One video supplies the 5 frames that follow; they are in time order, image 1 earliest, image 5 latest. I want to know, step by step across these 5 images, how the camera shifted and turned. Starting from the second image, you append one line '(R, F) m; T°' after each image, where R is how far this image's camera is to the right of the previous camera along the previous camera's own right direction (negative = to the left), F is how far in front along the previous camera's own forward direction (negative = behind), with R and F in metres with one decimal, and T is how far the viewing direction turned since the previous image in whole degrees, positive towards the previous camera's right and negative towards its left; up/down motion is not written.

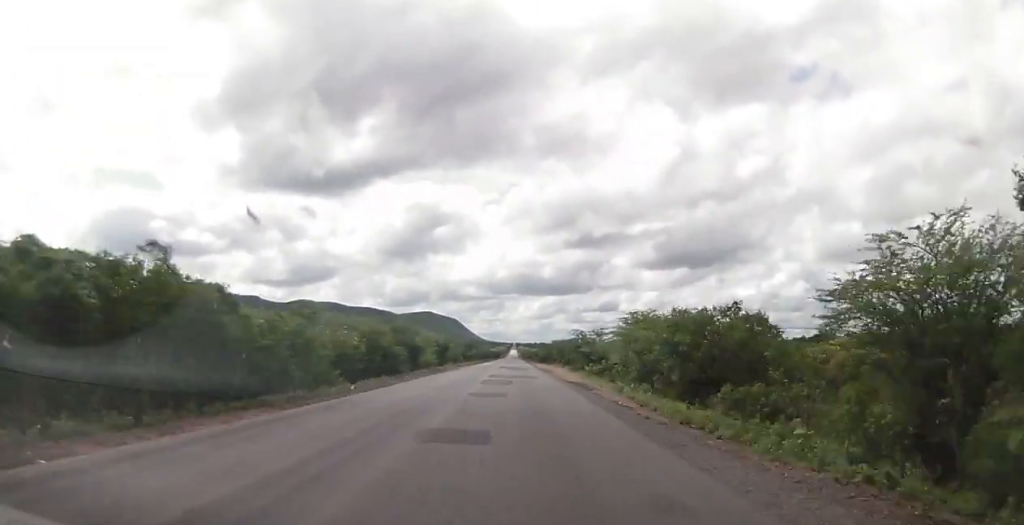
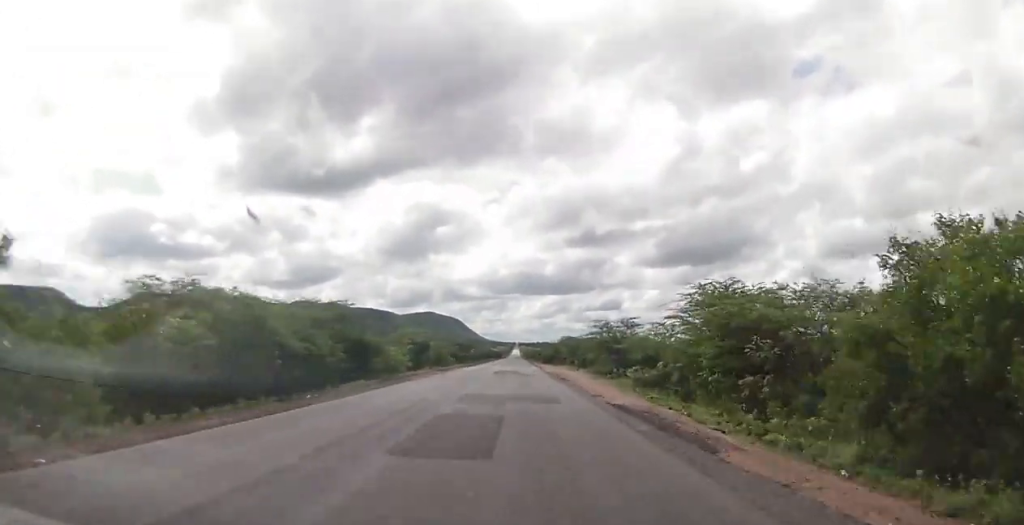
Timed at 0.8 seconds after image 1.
(-0.4, +18.9) m; -1°
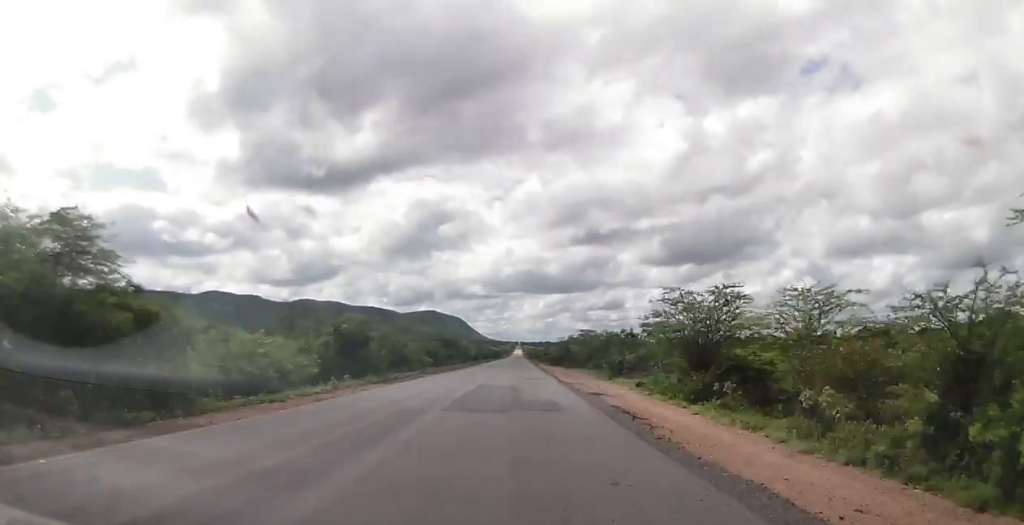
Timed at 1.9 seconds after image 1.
(0.0, +24.5) m; 0°
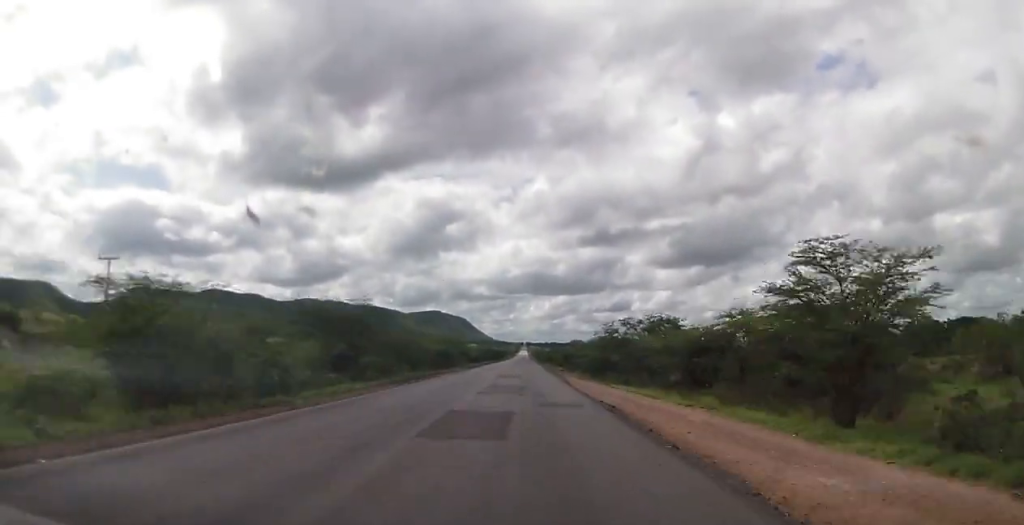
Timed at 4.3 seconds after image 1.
(+0.5, +56.4) m; 0°
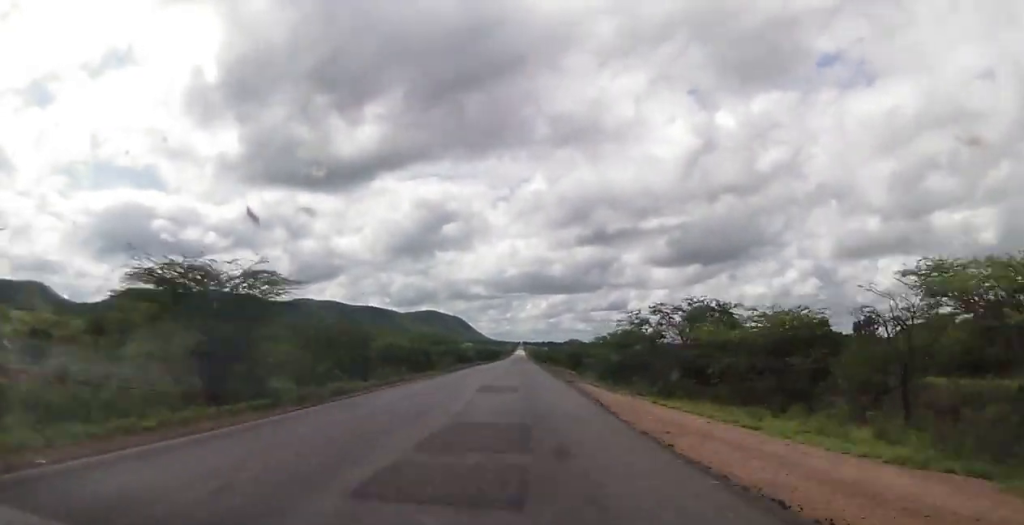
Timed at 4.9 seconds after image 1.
(-0.3, +15.5) m; -1°
